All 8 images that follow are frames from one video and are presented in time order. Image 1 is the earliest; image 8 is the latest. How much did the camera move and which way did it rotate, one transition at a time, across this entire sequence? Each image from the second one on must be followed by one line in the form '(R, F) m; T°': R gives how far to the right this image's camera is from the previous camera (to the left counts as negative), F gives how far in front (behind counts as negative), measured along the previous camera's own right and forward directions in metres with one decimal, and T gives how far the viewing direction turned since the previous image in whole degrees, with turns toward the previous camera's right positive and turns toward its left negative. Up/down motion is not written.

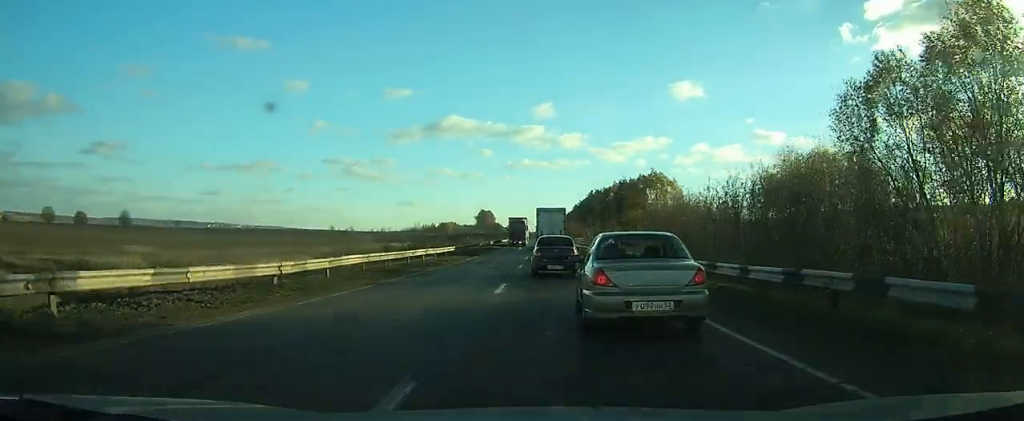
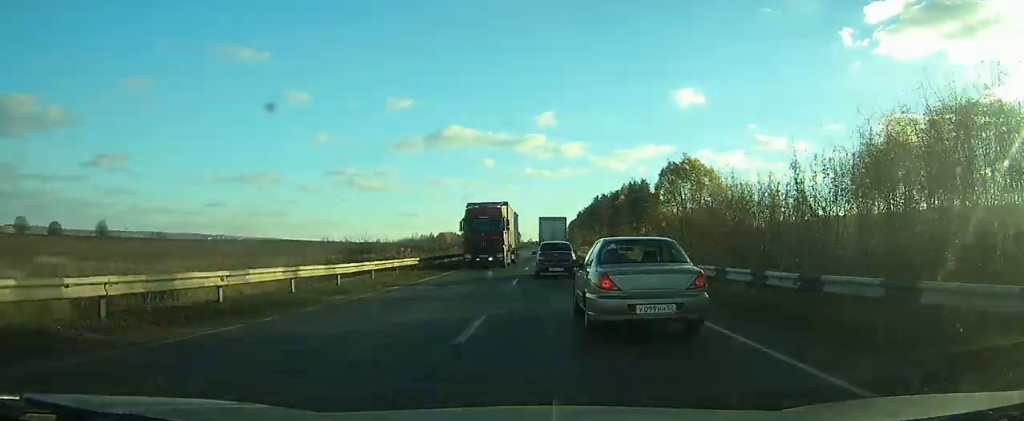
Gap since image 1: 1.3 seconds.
(0.0, +19.7) m; 0°
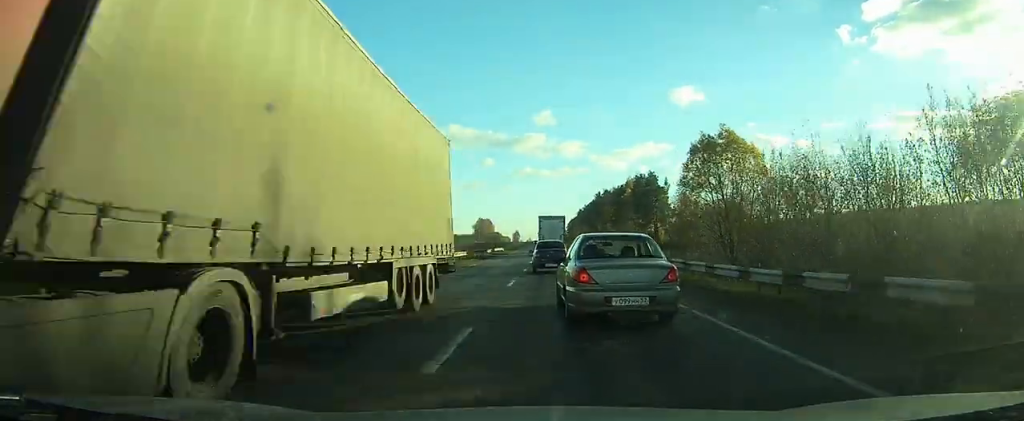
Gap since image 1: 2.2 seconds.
(0.0, +14.9) m; 0°
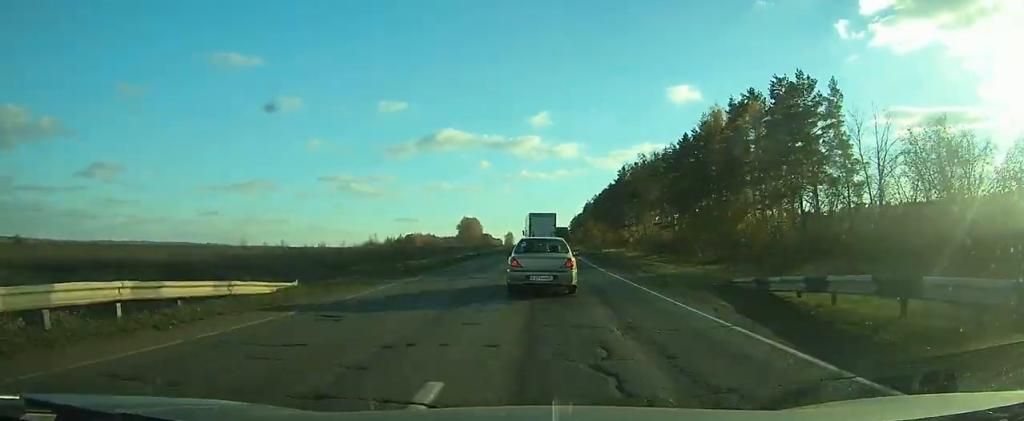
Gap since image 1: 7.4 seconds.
(-0.6, +92.3) m; 0°
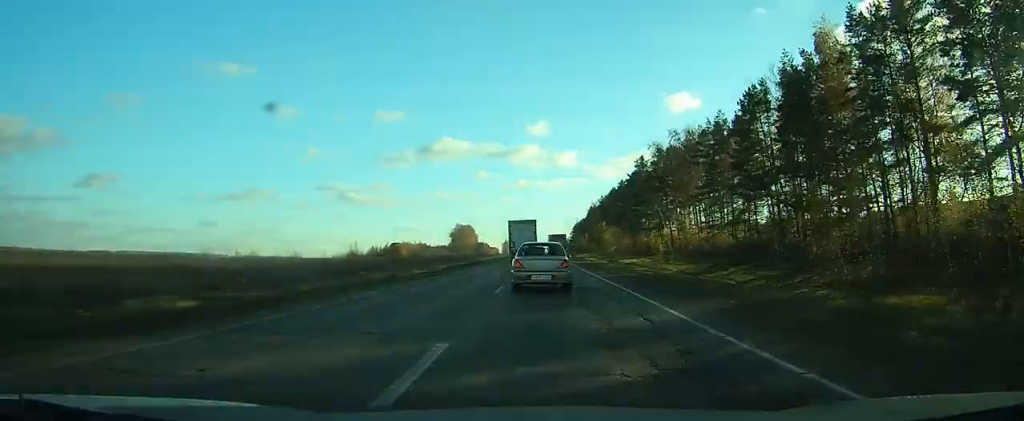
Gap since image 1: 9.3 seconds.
(-0.1, +41.4) m; 0°
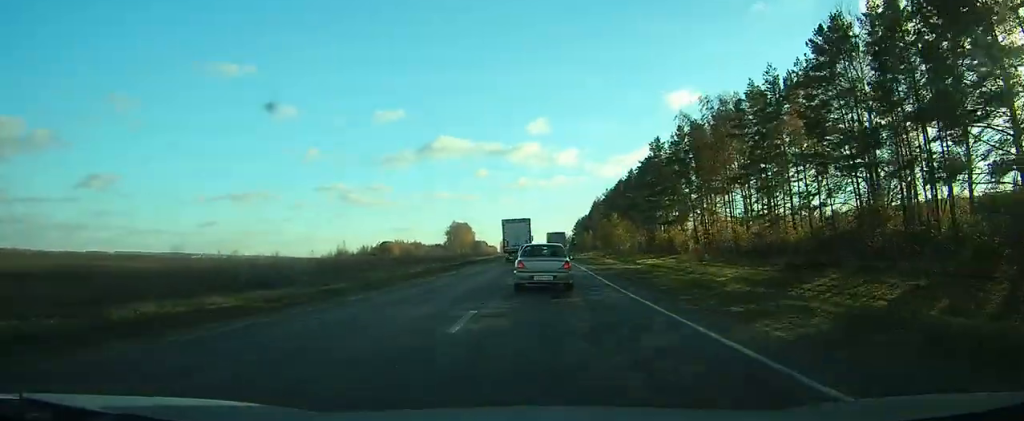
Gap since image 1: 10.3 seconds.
(-0.1, +26.8) m; 0°
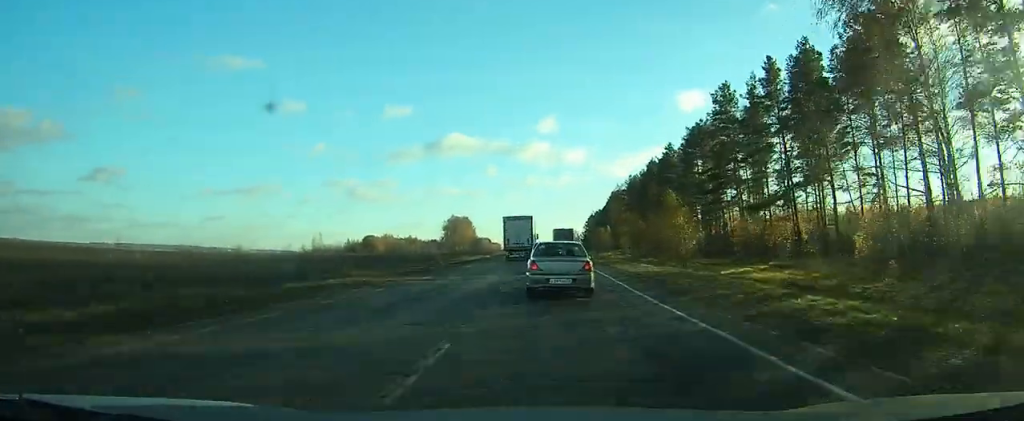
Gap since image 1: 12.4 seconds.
(-0.1, +55.0) m; 0°
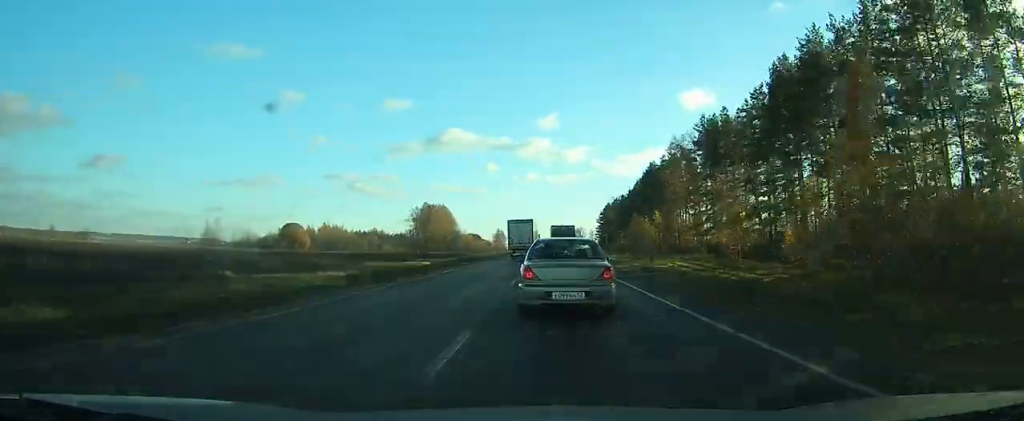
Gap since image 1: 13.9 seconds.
(+0.1, +38.3) m; 0°
